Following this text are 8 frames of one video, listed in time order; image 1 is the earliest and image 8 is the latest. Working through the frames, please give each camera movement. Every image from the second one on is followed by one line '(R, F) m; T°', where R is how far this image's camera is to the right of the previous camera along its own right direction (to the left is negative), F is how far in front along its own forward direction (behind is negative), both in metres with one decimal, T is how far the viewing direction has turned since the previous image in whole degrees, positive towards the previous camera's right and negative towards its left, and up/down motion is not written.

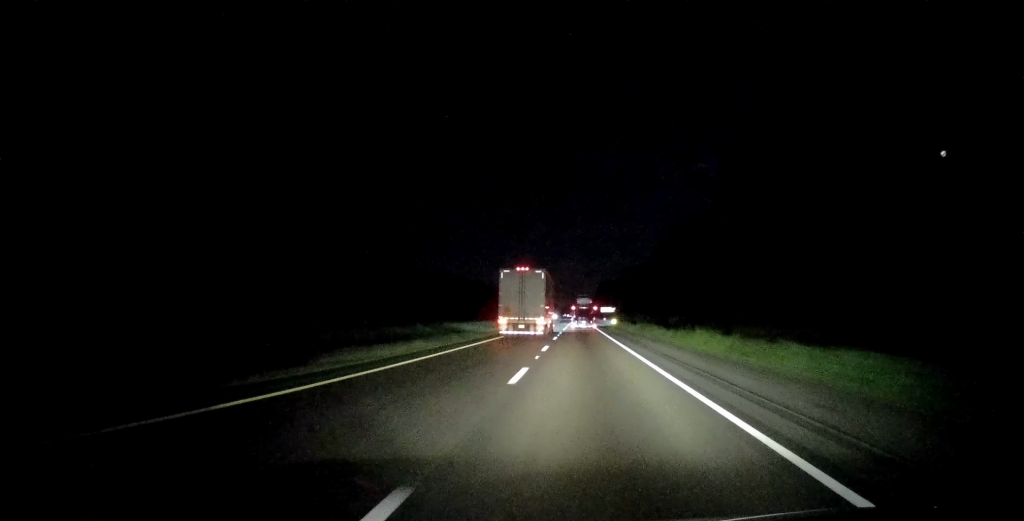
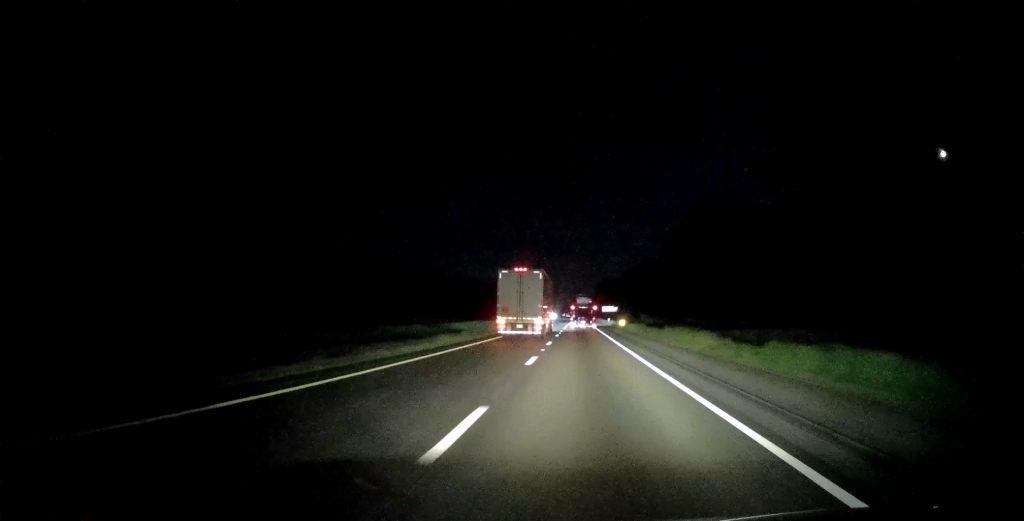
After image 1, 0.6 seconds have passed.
(0.0, +19.2) m; 0°
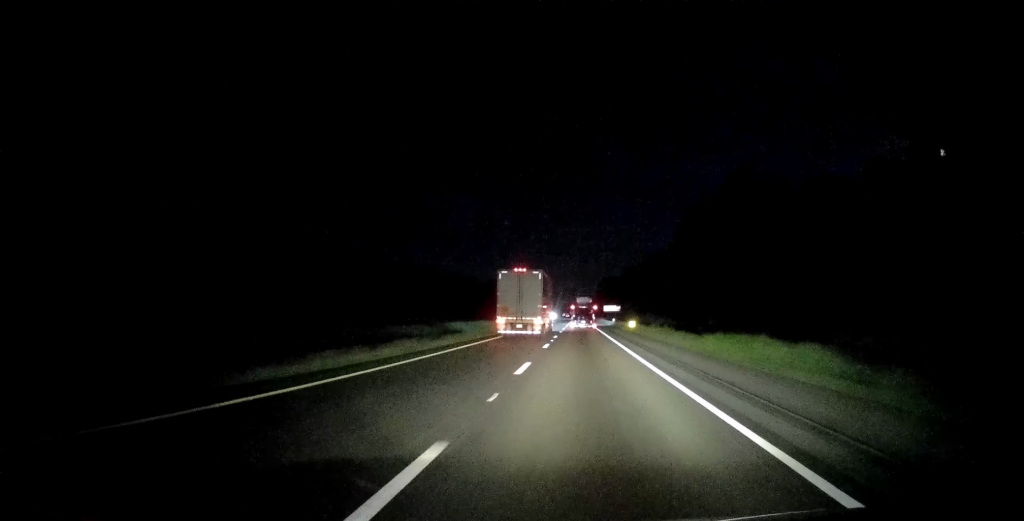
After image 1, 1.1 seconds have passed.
(-0.1, +15.0) m; 0°
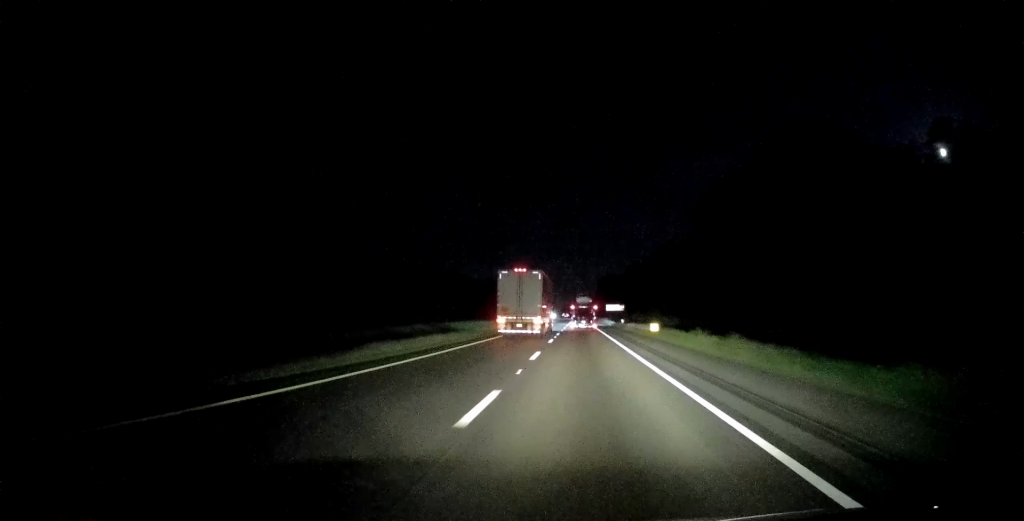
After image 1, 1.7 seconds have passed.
(+0.1, +19.2) m; 0°
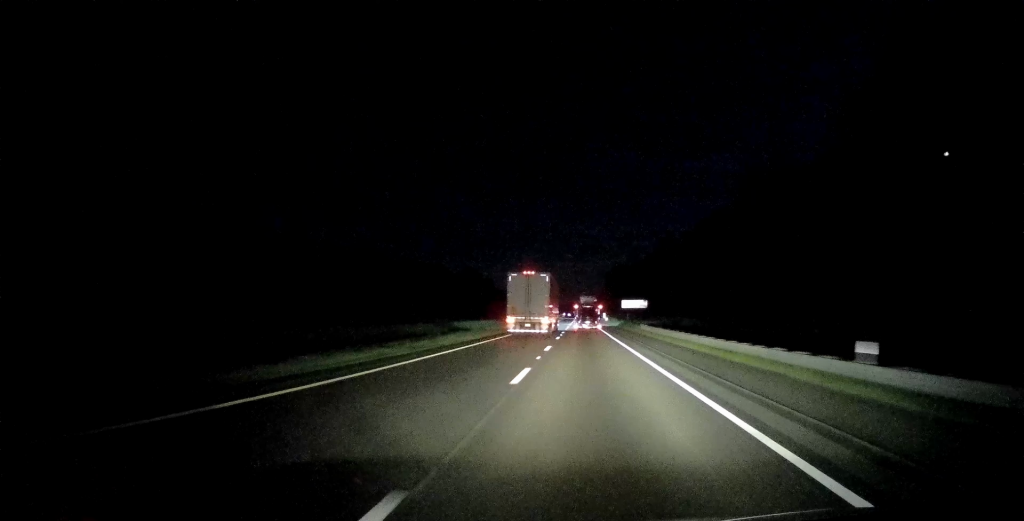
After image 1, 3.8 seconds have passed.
(-0.6, +67.1) m; -1°
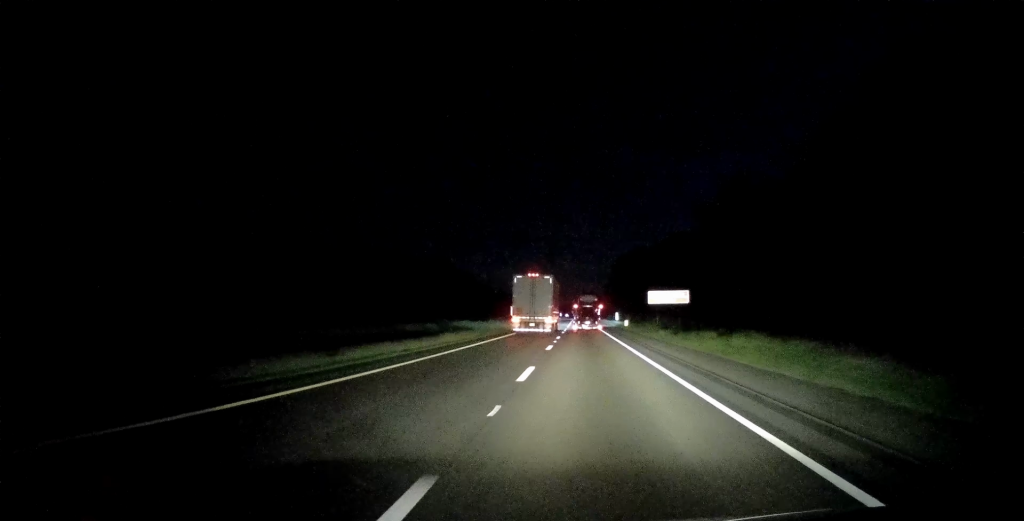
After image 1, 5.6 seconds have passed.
(+0.1, +59.8) m; 0°
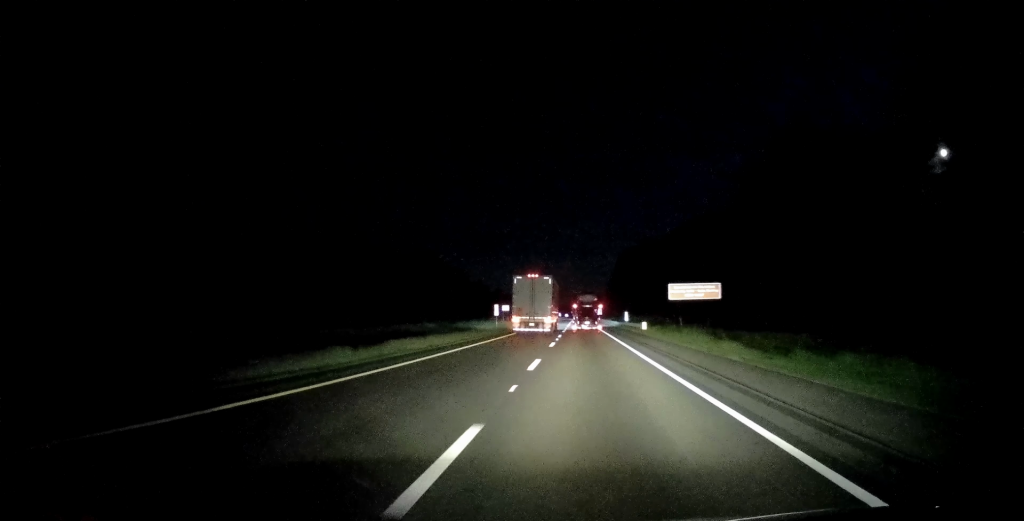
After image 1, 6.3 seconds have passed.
(0.0, +22.4) m; 0°
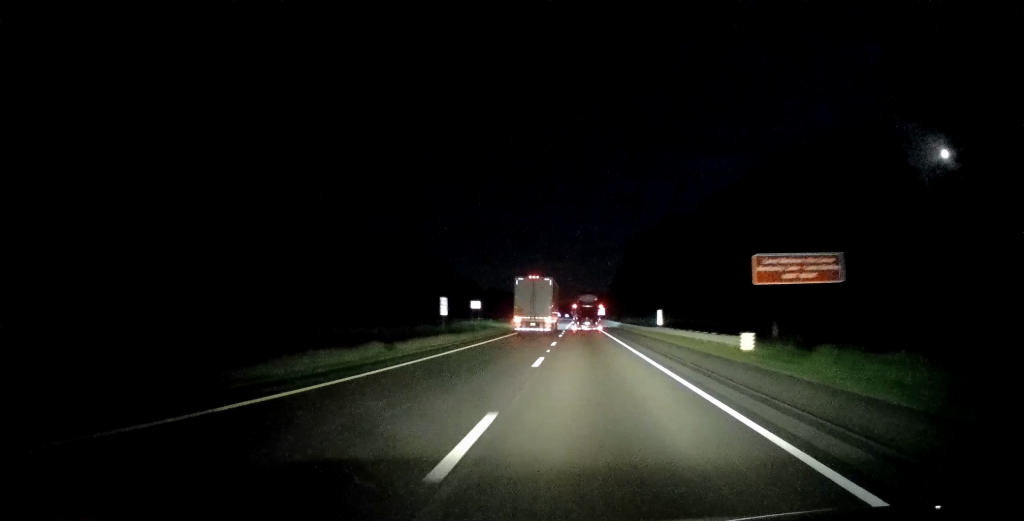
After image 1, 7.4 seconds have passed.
(-0.1, +35.1) m; 0°
